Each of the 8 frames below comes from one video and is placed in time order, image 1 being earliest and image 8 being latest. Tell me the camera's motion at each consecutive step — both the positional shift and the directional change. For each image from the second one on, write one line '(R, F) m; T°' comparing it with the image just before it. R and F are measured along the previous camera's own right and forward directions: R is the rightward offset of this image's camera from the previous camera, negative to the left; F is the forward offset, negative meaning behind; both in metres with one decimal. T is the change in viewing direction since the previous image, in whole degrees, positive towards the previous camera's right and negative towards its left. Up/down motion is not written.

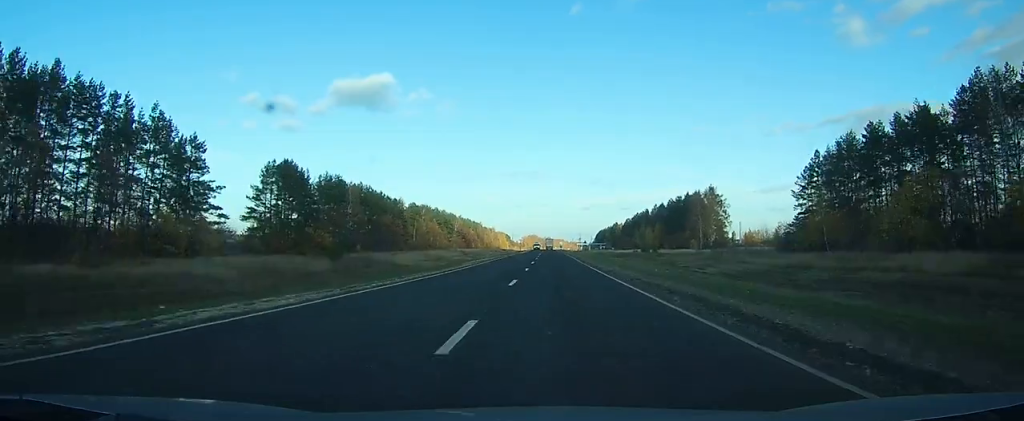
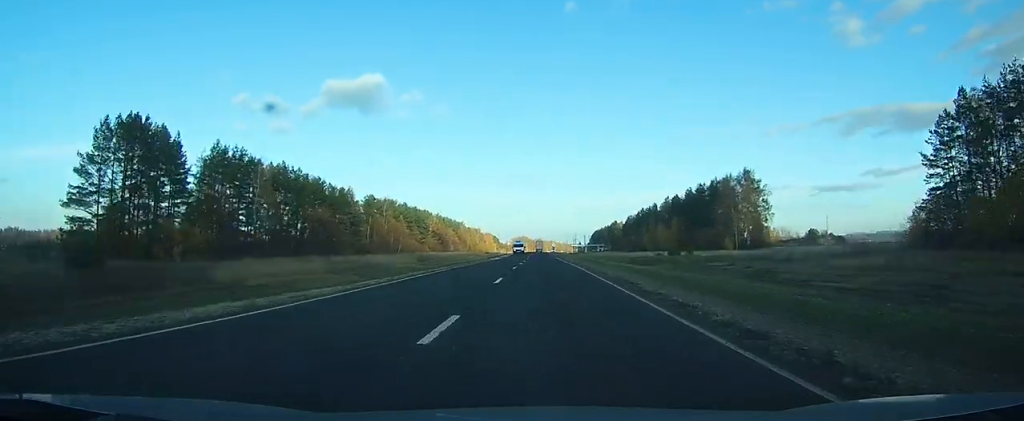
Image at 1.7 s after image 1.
(+0.2, +45.1) m; 0°
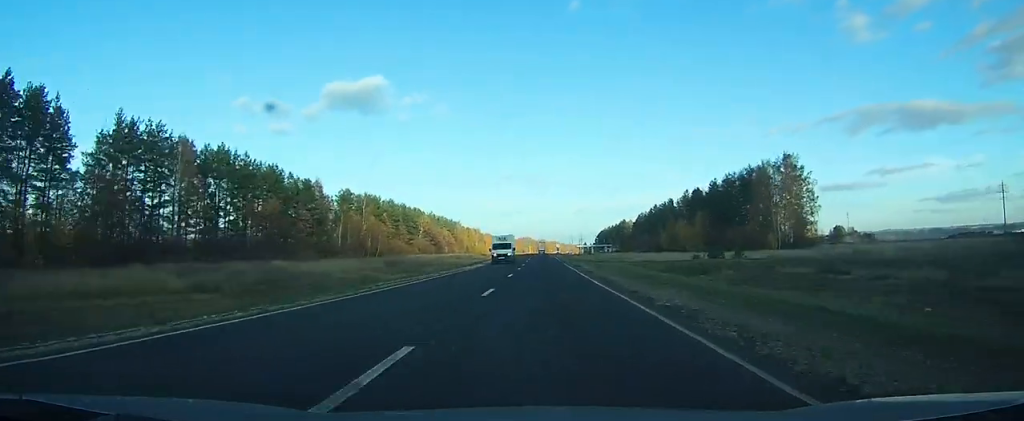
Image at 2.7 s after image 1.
(0.0, +25.8) m; 0°
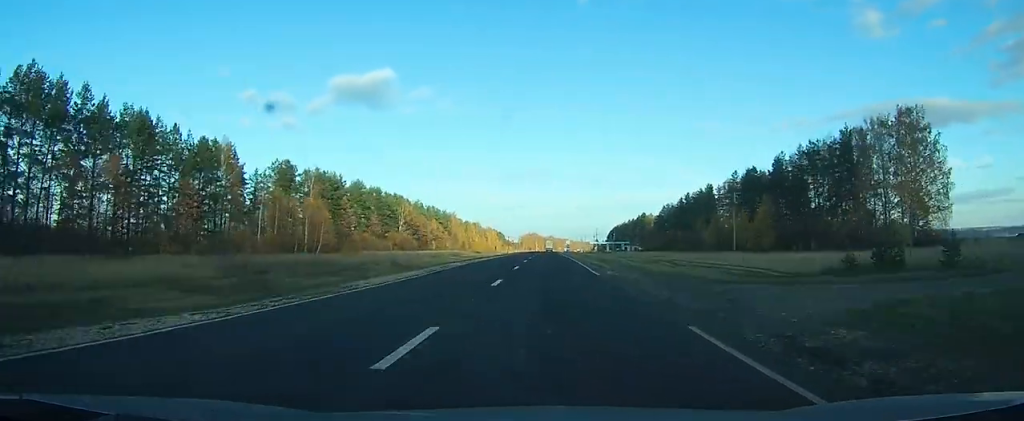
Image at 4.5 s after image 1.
(-0.1, +45.2) m; 0°
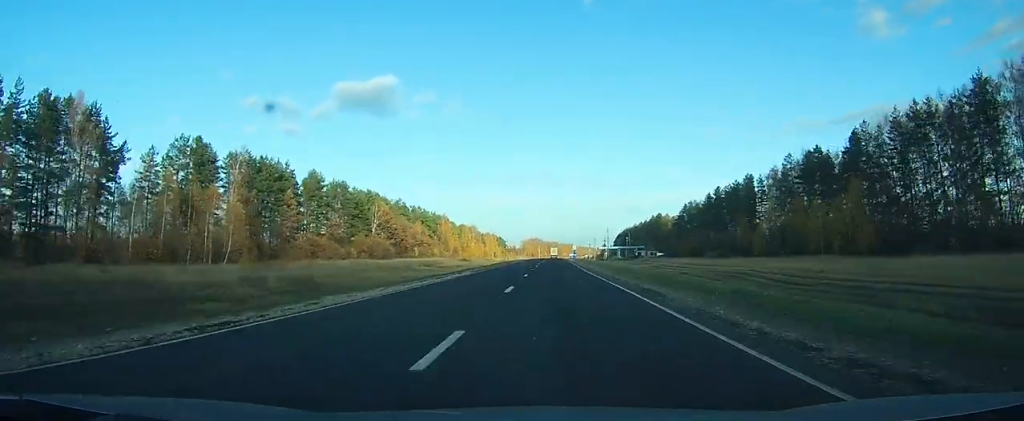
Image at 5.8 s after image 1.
(-0.1, +36.8) m; 0°
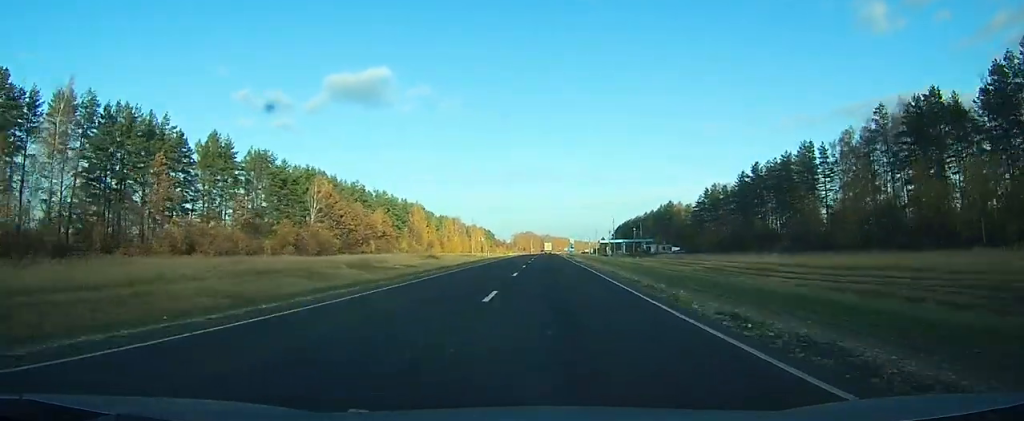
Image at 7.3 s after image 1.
(0.0, +41.8) m; 0°
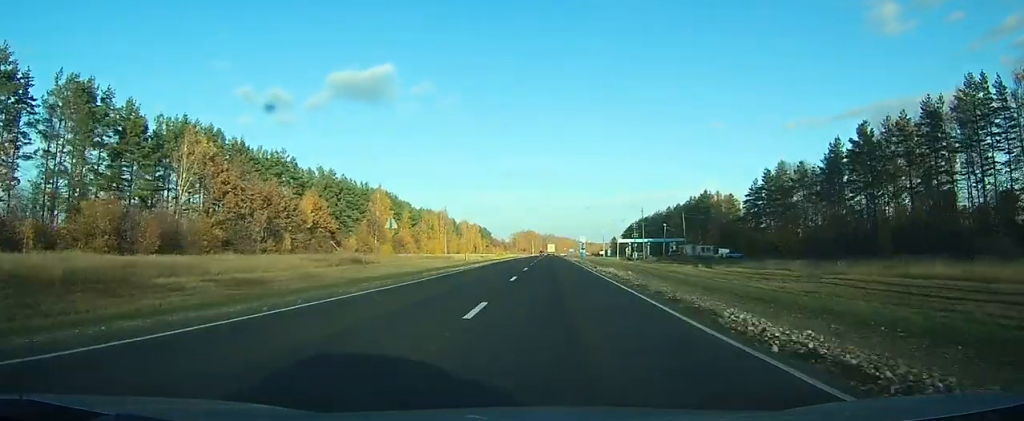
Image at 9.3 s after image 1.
(0.0, +51.1) m; 0°
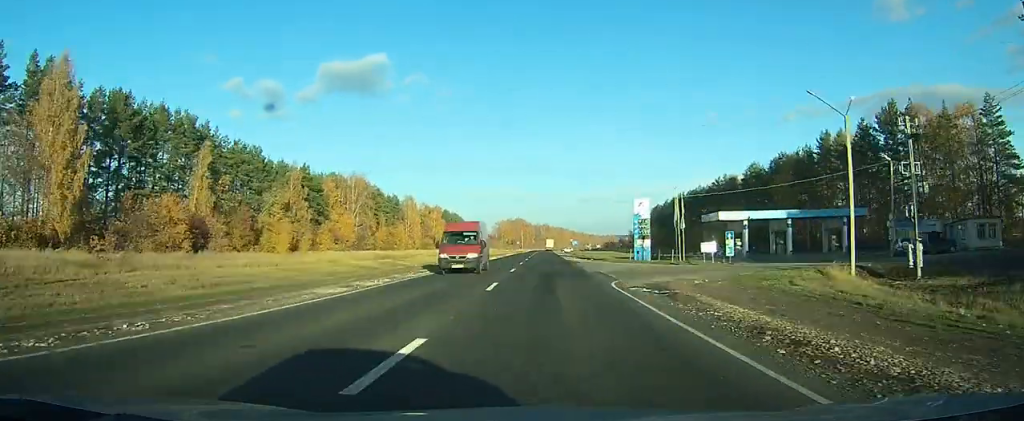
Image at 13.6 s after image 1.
(+0.2, +108.4) m; 0°
